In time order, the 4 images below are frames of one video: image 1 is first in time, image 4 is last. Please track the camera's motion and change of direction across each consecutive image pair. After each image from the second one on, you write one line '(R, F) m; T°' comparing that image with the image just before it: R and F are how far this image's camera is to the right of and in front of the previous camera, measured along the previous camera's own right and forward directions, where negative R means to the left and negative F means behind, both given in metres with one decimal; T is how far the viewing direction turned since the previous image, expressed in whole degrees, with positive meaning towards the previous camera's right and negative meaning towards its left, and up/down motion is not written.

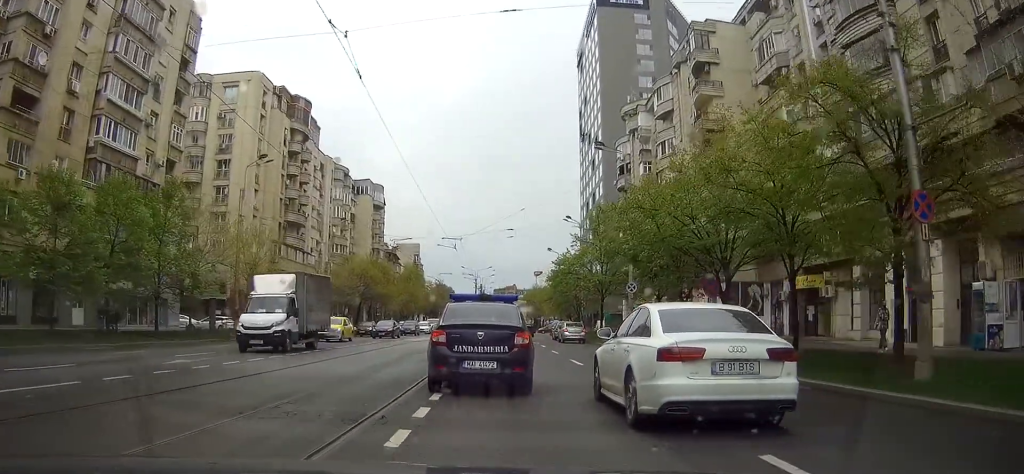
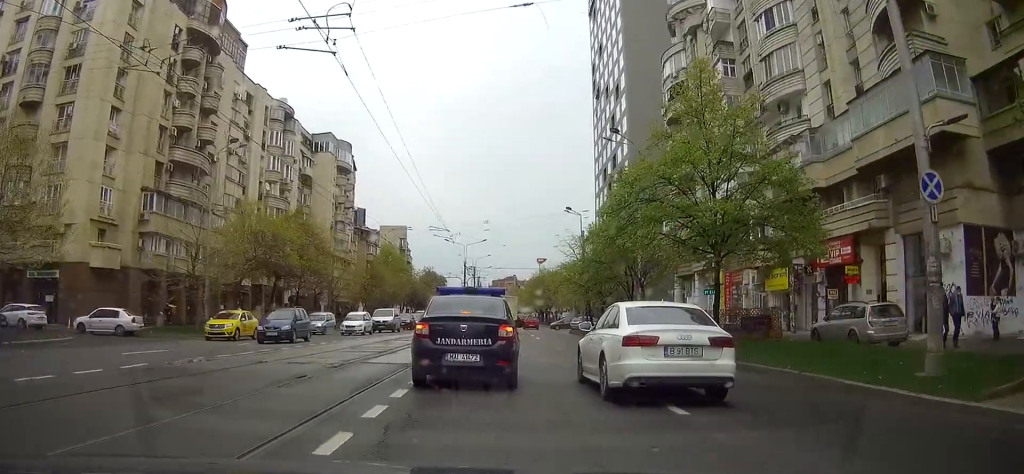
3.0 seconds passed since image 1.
(+0.6, +30.0) m; +2°
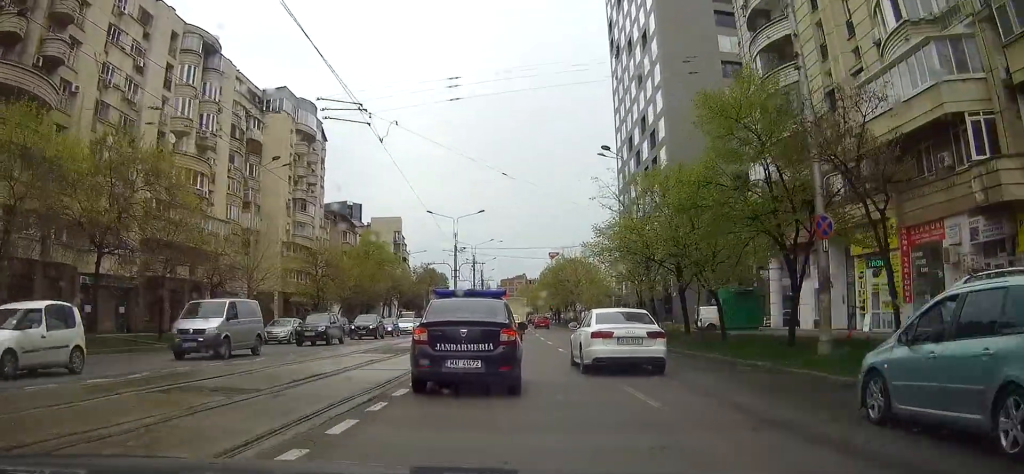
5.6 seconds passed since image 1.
(+0.5, +25.1) m; +2°
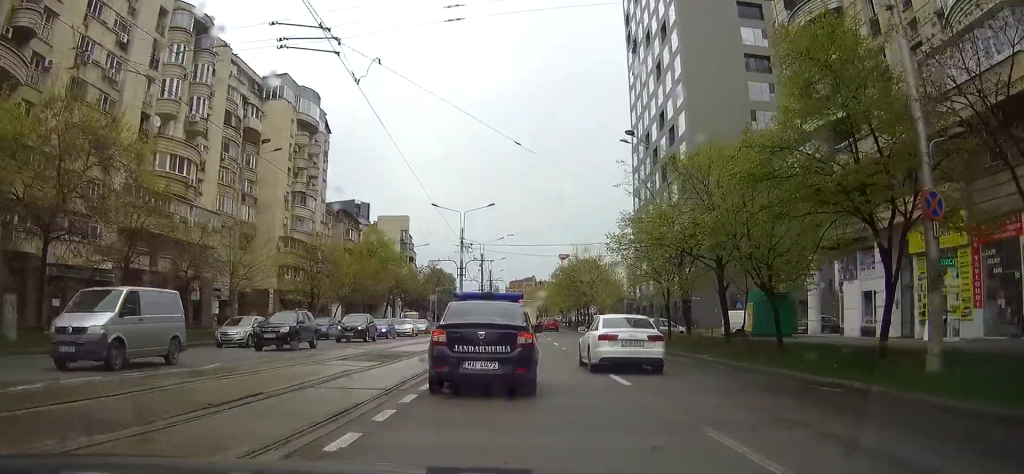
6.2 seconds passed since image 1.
(0.0, +4.8) m; +1°
